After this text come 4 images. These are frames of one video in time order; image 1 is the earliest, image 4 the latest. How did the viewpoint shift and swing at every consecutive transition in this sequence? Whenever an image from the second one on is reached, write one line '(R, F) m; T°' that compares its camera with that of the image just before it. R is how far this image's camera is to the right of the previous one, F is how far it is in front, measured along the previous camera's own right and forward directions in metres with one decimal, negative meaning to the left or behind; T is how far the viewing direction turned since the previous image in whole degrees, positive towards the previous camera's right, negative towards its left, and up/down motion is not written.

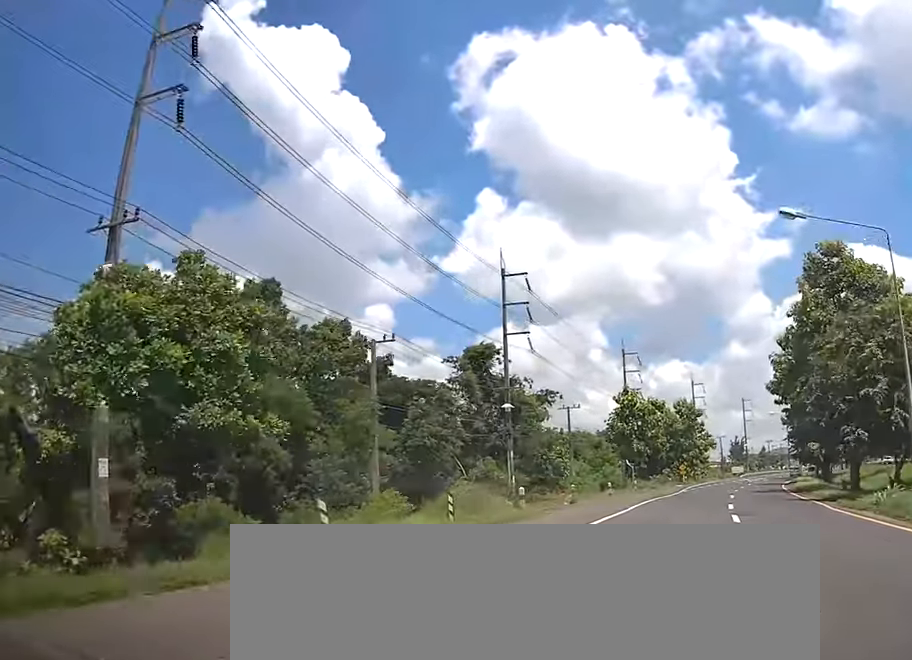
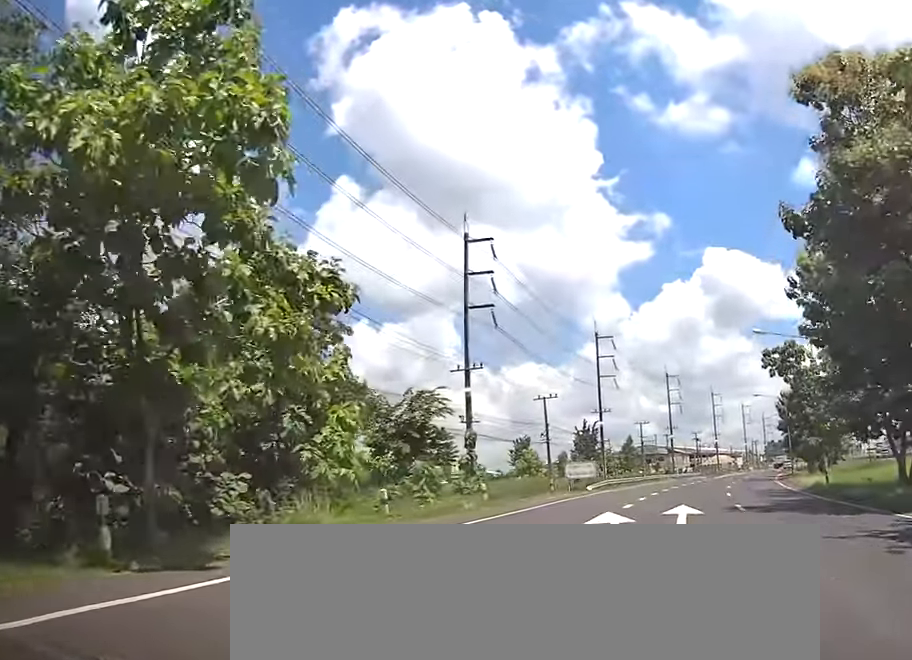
(+9.2, +87.1) m; +12°
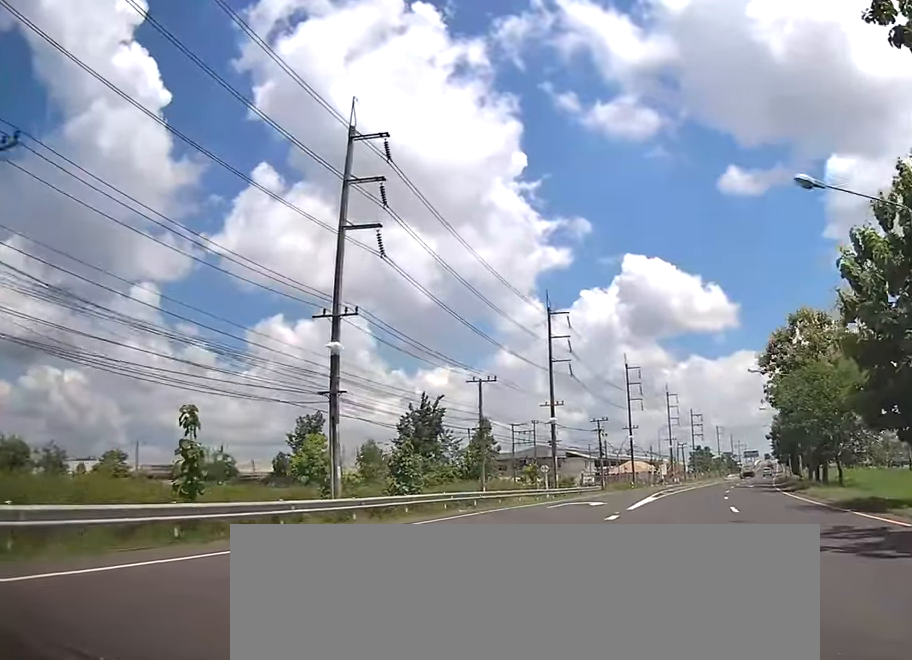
(+3.9, +57.4) m; +7°
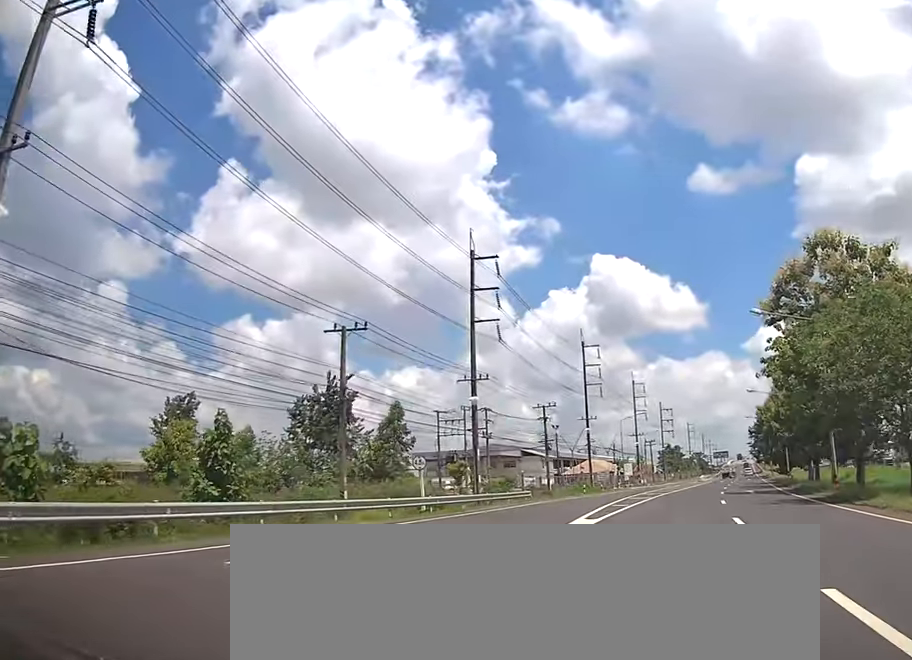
(+0.7, +19.4) m; +3°
